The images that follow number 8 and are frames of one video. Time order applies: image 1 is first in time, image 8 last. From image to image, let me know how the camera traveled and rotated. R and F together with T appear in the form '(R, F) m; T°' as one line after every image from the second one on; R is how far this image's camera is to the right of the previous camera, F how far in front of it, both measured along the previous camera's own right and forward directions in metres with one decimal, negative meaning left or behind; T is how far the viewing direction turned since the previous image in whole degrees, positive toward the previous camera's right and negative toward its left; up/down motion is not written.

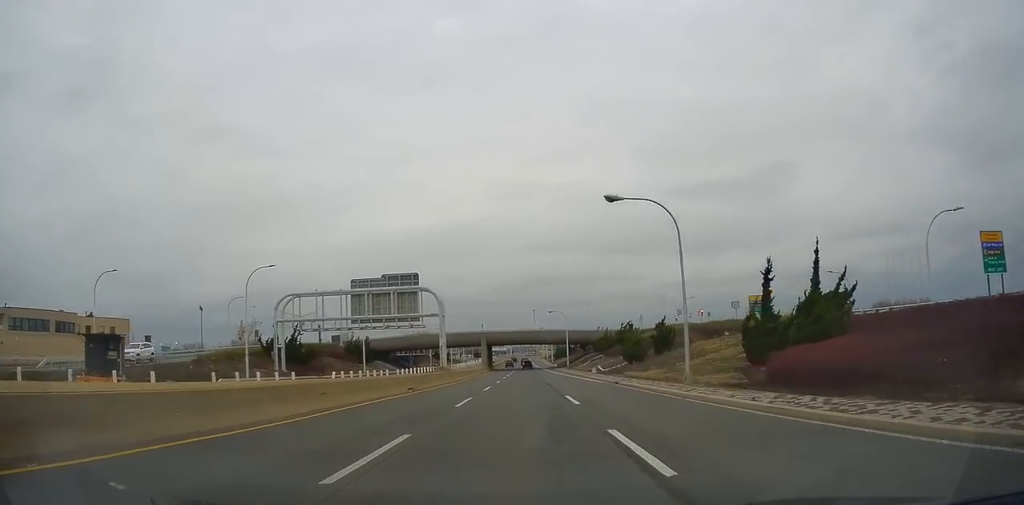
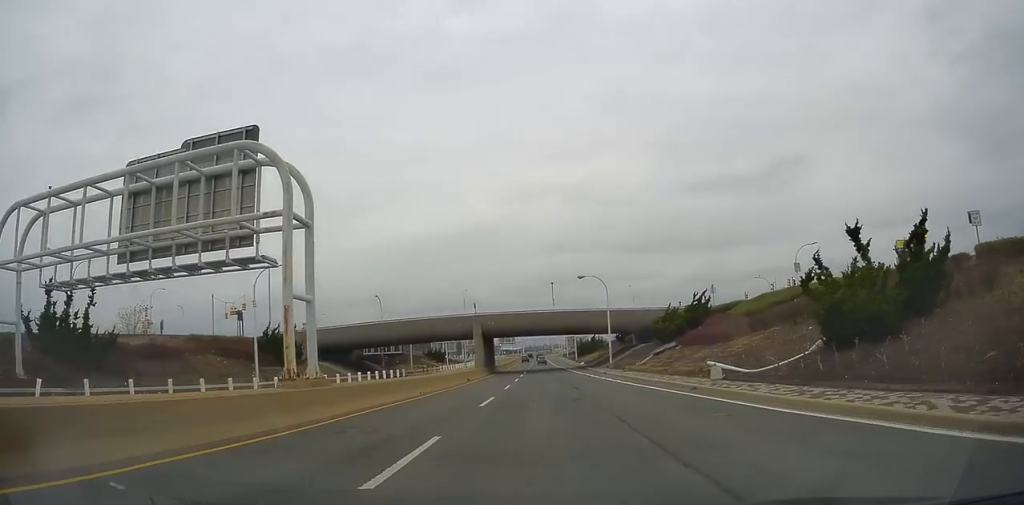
(-1.2, +35.5) m; -3°
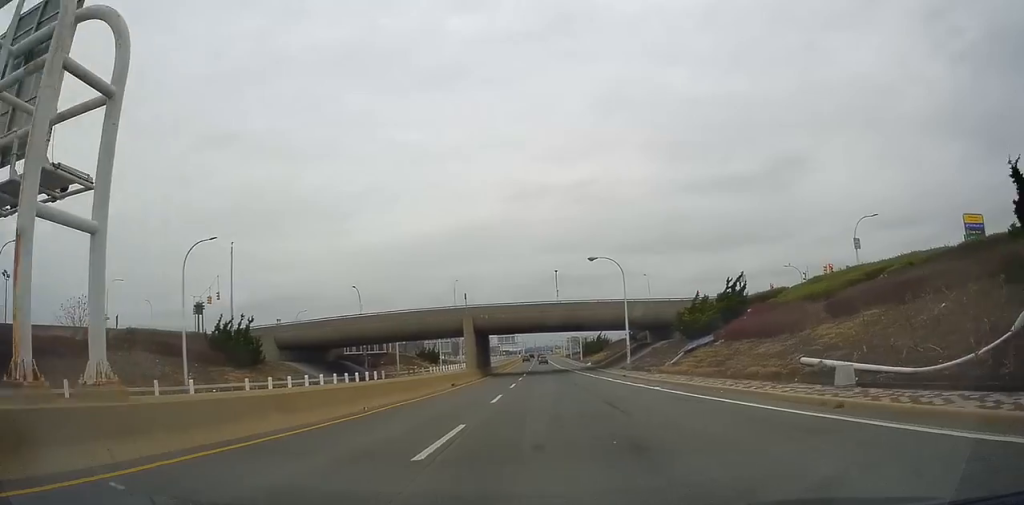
(+0.1, +10.4) m; -1°
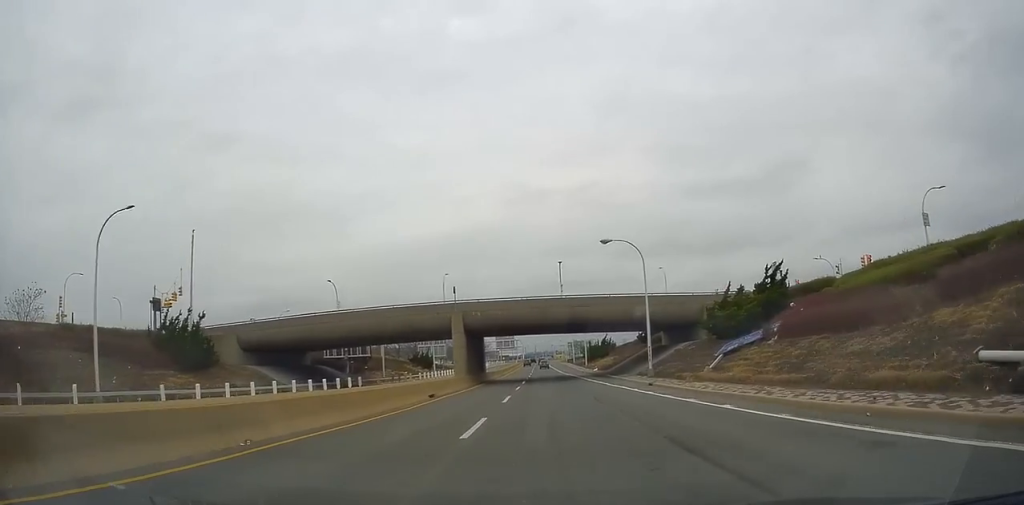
(-0.1, +8.8) m; -1°
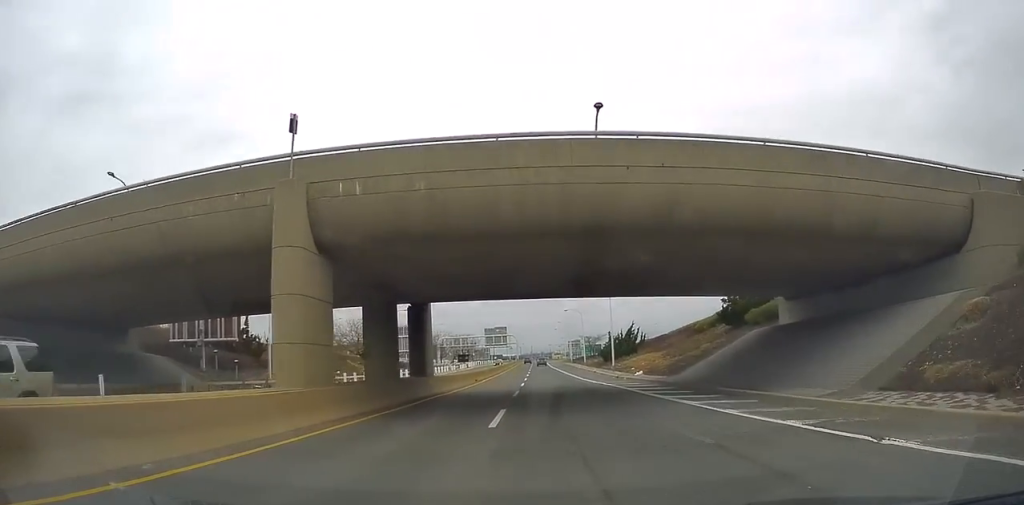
(-0.6, +35.1) m; 0°
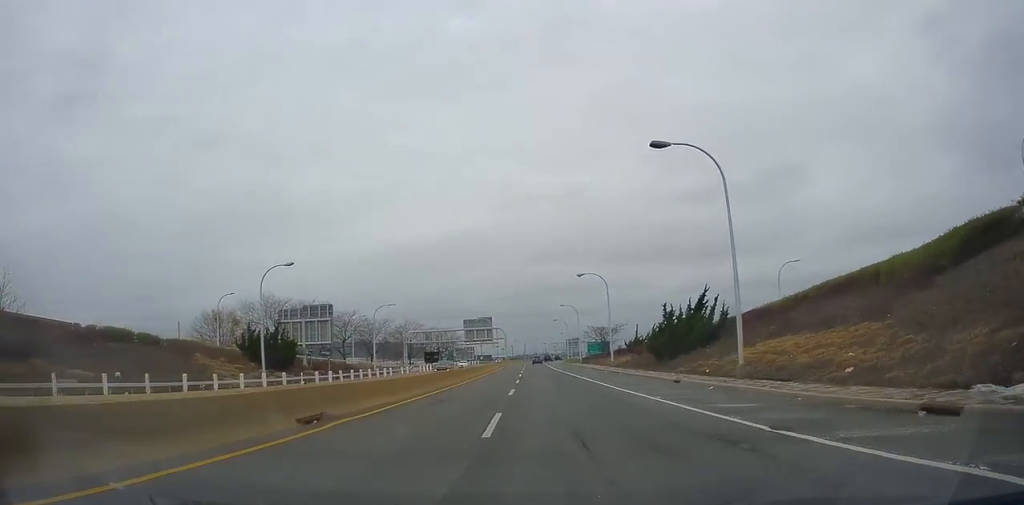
(-0.1, +38.9) m; 0°
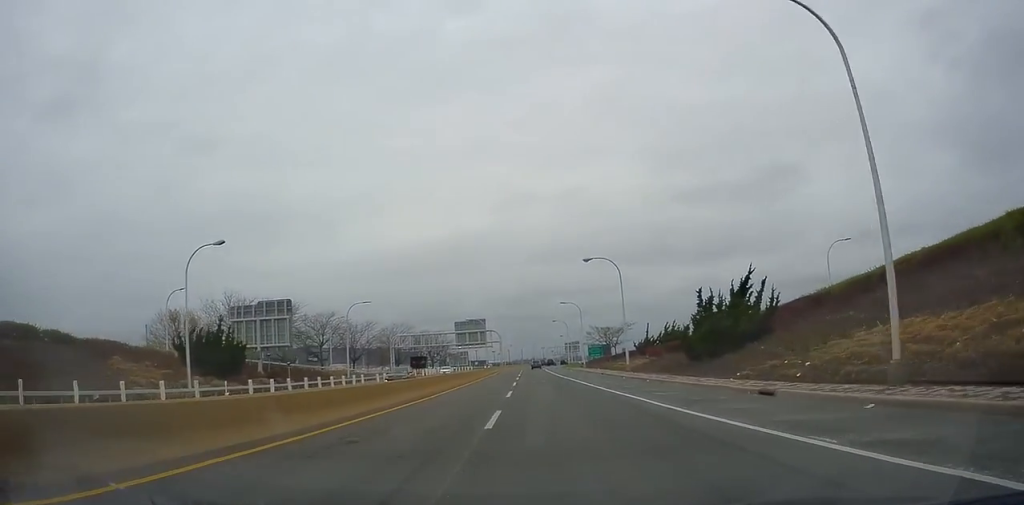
(0.0, +10.8) m; 0°
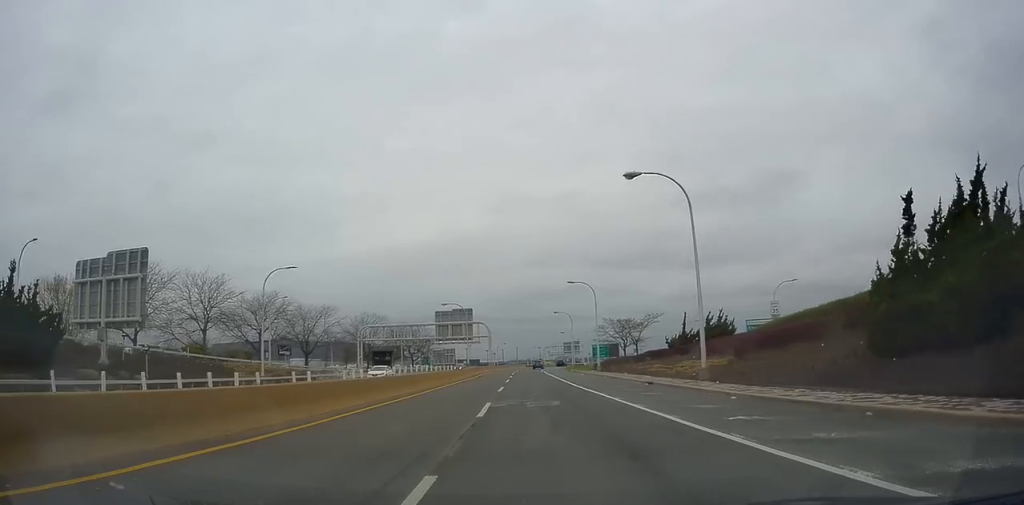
(+0.6, +22.3) m; +1°
